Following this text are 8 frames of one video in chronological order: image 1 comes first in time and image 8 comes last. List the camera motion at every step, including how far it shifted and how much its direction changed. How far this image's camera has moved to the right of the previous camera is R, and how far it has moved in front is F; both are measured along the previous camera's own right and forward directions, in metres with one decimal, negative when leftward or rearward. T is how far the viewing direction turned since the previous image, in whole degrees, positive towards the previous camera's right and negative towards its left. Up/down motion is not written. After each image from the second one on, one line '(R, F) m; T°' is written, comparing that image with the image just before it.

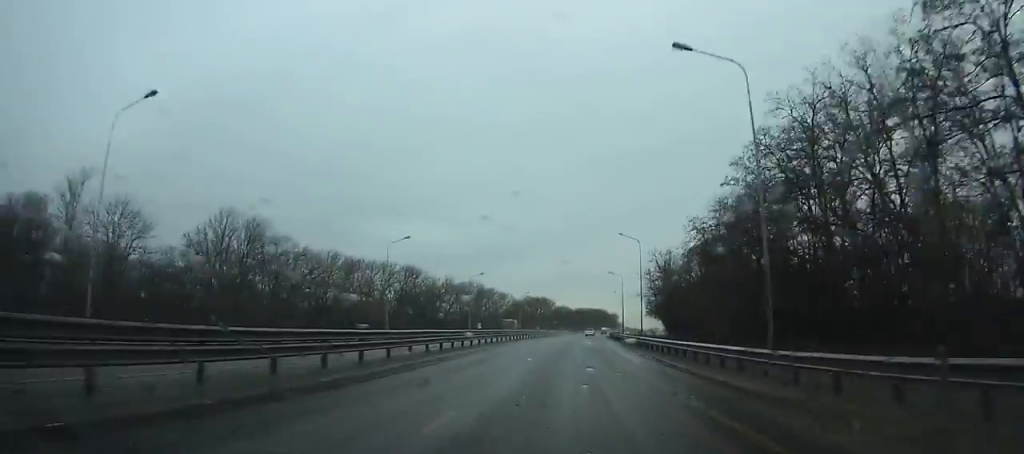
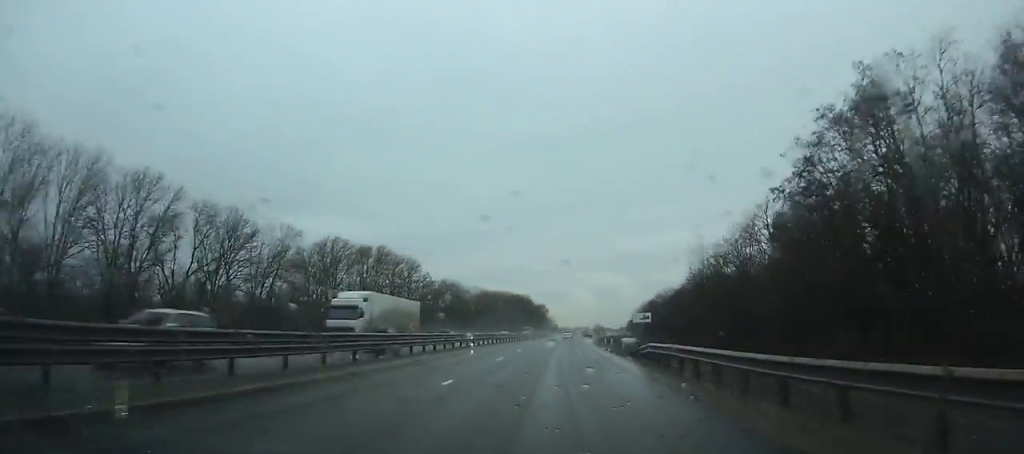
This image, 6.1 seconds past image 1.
(+10.3, +153.9) m; +7°
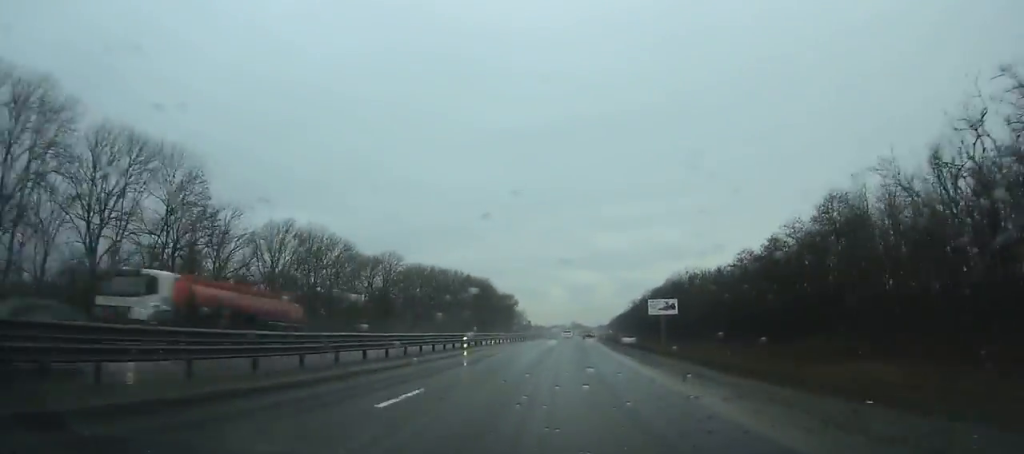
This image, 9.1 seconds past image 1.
(+1.7, +76.0) m; +3°
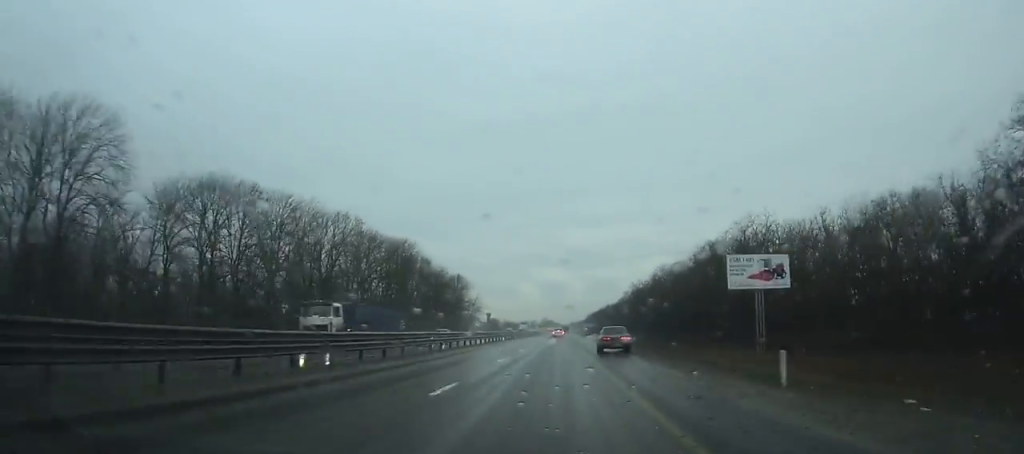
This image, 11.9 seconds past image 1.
(+1.6, +71.0) m; +2°
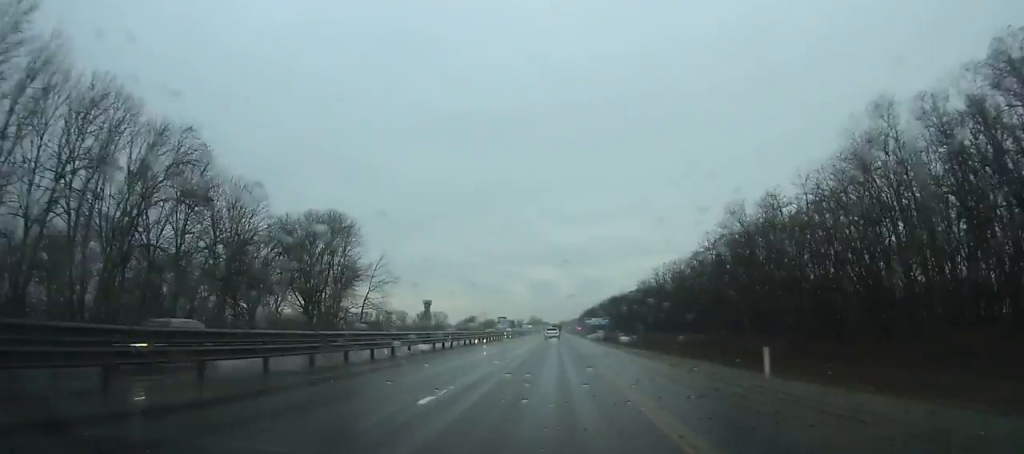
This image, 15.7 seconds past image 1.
(+1.5, +95.4) m; +1°
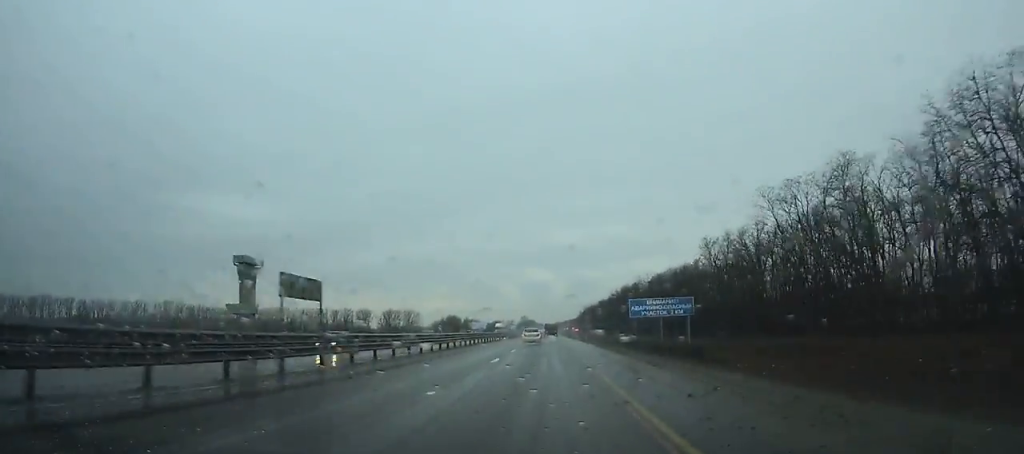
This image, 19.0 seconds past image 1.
(+0.3, +80.2) m; 0°
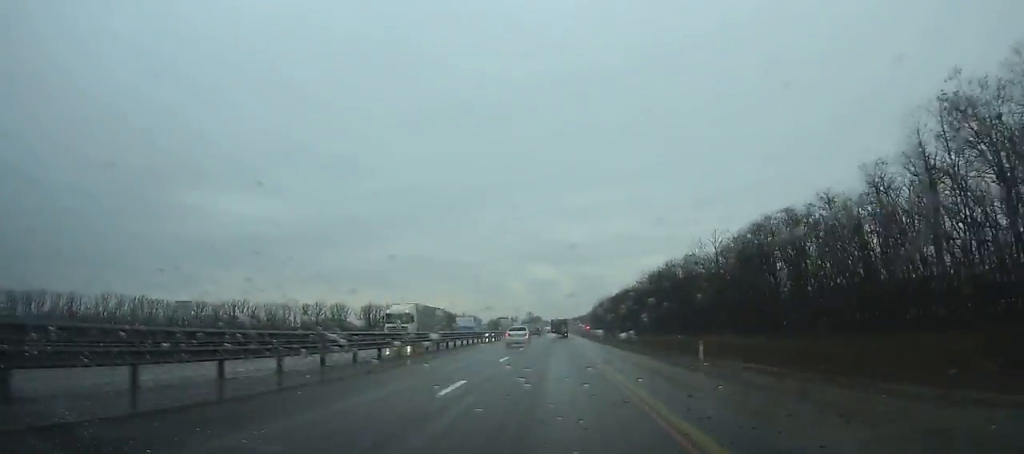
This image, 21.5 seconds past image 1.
(-0.2, +57.2) m; 0°
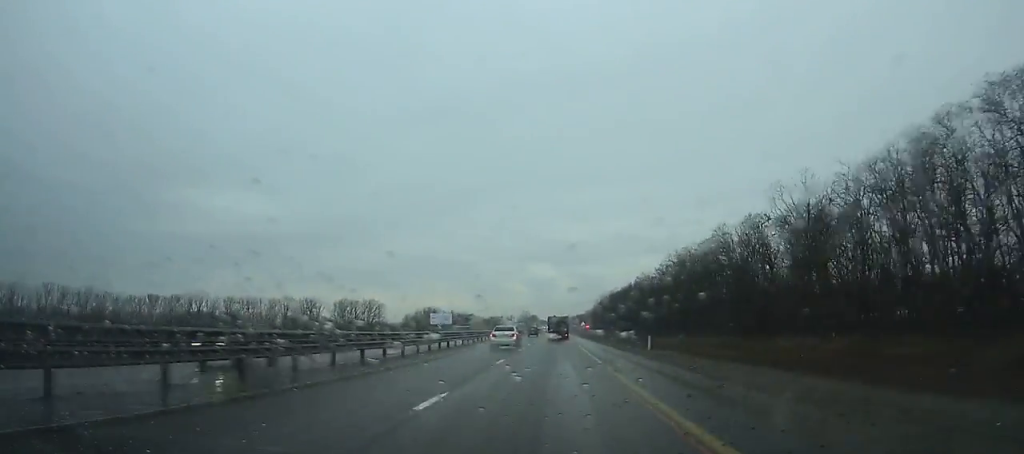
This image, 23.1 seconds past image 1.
(-0.1, +35.1) m; 0°
